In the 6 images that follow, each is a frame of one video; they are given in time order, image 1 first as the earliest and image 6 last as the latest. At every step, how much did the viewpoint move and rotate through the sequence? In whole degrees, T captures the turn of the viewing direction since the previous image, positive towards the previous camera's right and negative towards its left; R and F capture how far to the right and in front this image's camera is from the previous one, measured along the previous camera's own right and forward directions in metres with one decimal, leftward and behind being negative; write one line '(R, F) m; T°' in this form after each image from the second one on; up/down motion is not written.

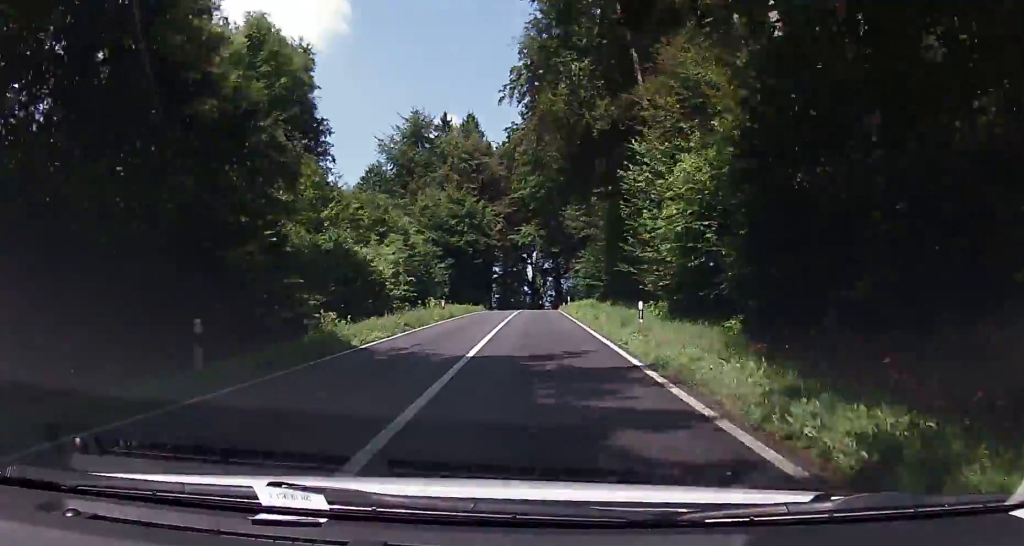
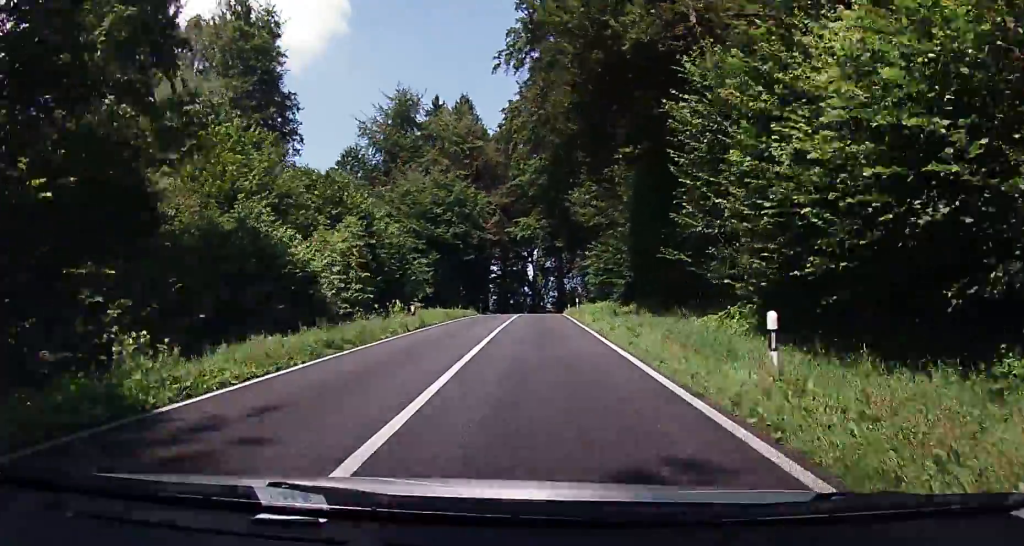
(+0.1, +10.2) m; 0°
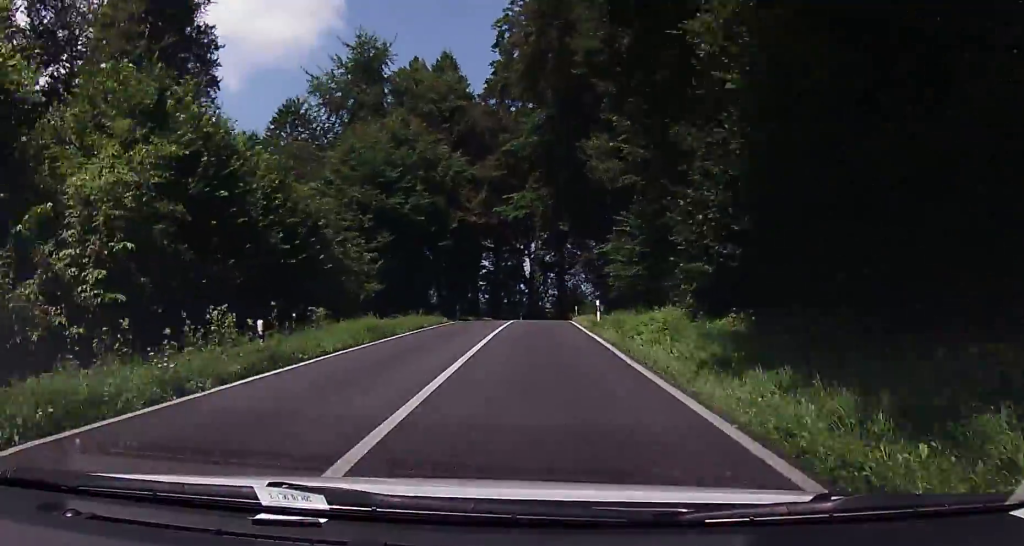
(+0.1, +17.0) m; 0°
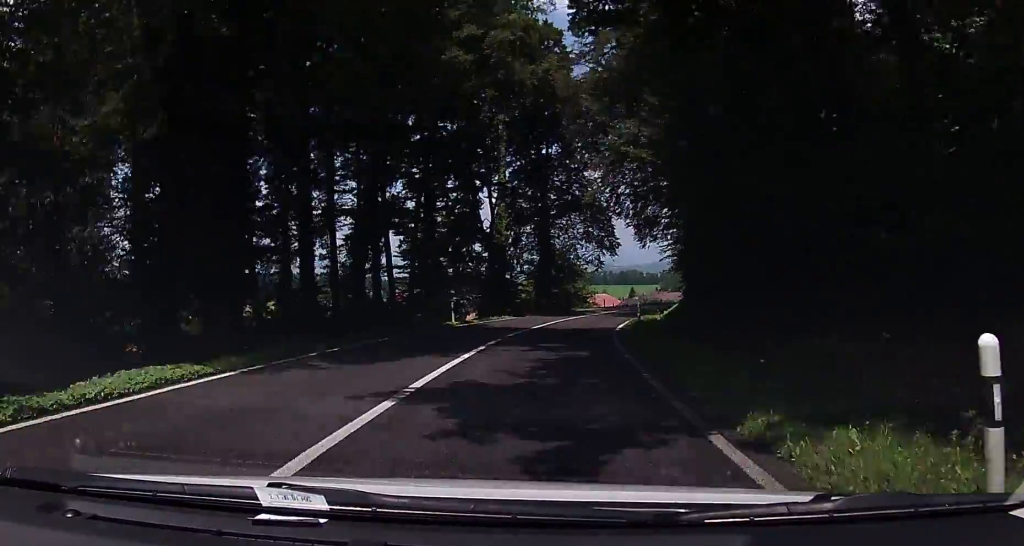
(+0.9, +52.2) m; +3°
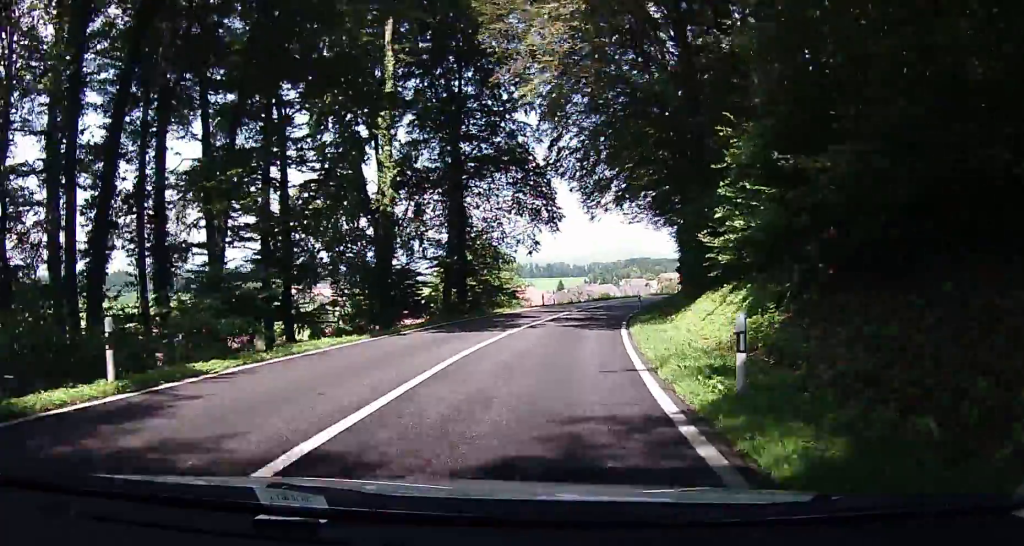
(+0.1, +21.9) m; +1°
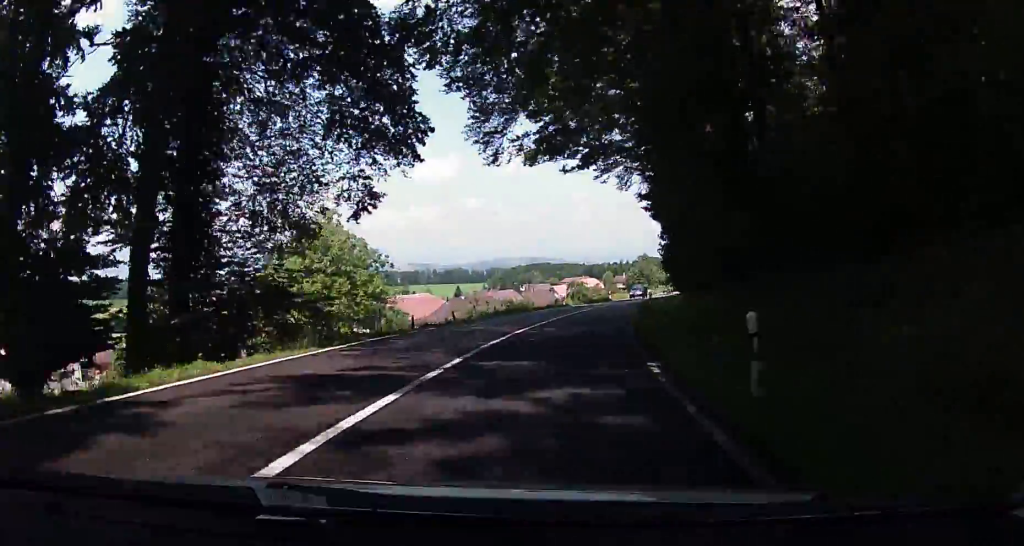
(+2.6, +27.1) m; +13°
